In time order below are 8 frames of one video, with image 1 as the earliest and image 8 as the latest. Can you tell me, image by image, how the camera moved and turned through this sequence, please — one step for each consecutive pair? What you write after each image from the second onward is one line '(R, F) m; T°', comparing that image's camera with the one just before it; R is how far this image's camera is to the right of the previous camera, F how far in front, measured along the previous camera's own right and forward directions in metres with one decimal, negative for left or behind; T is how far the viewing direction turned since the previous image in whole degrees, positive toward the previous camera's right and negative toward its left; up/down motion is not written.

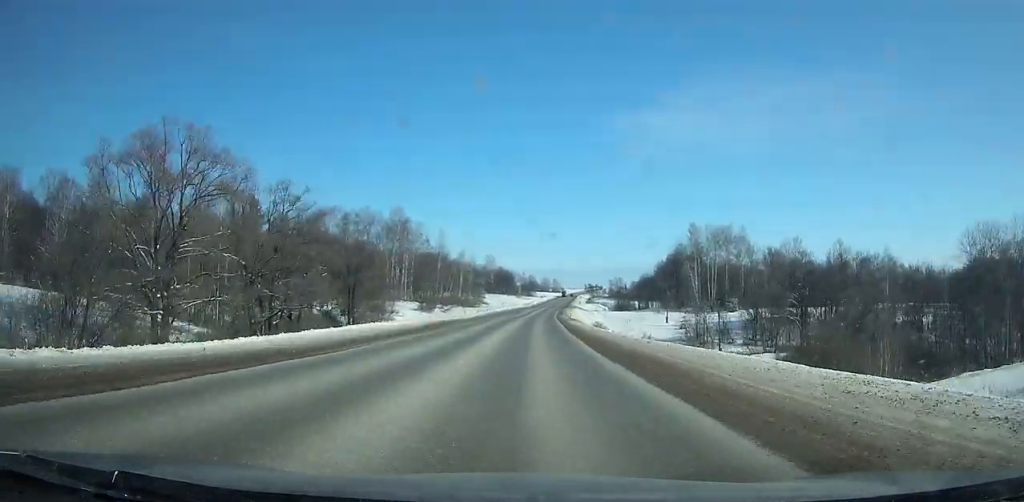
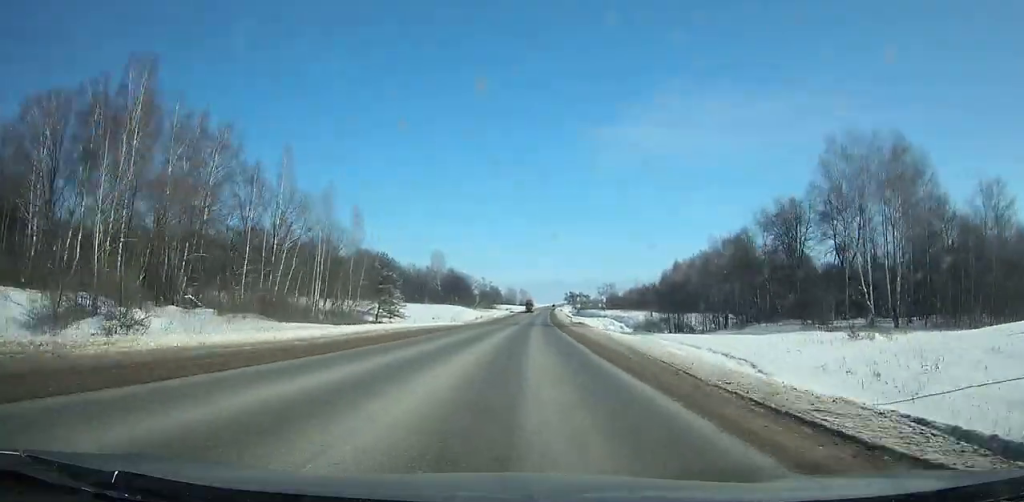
(+1.8, +91.1) m; +3°
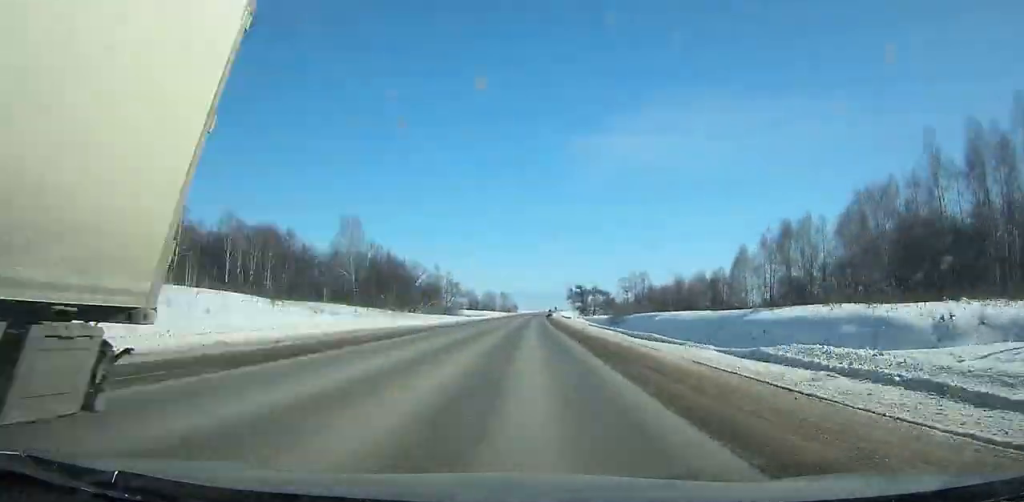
(+3.0, +105.7) m; +2°
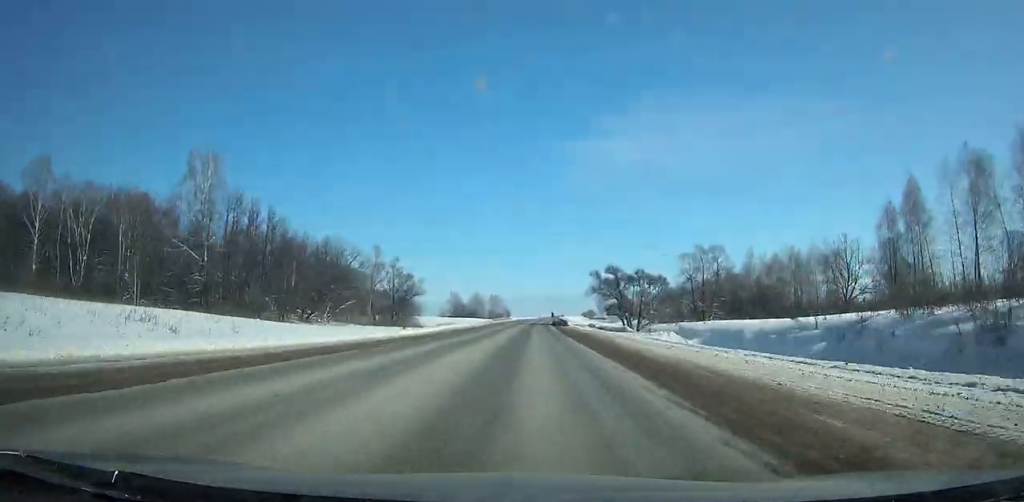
(+0.3, +68.3) m; +1°
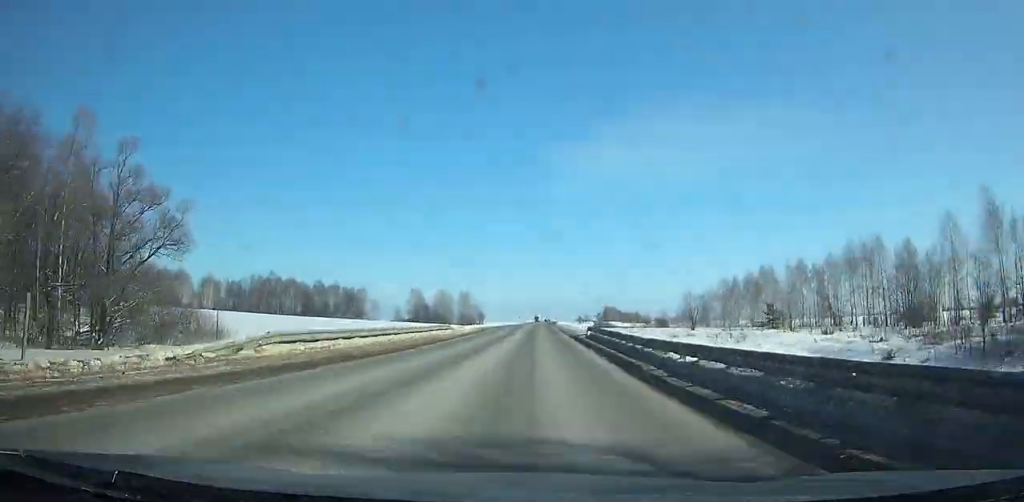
(+0.6, +83.9) m; +1°
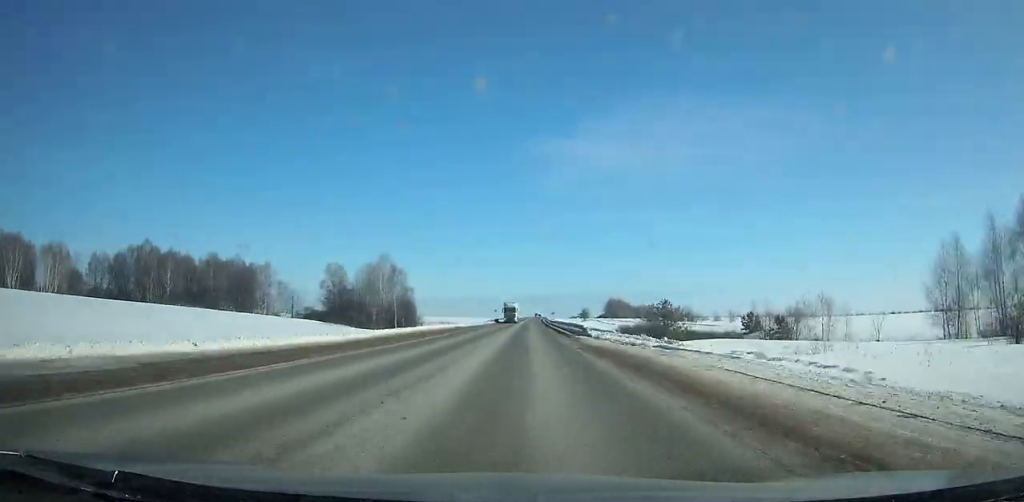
(+1.8, +109.3) m; +1°
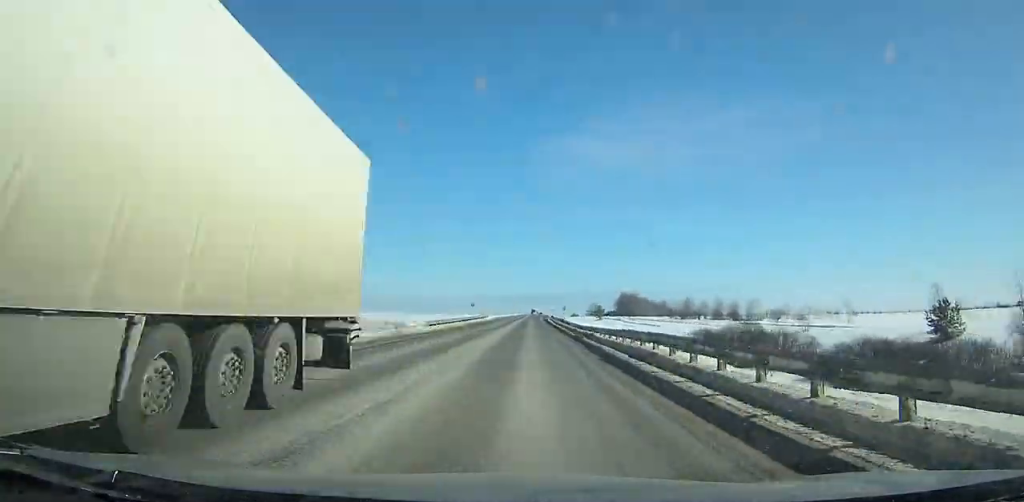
(-0.1, +65.5) m; 0°
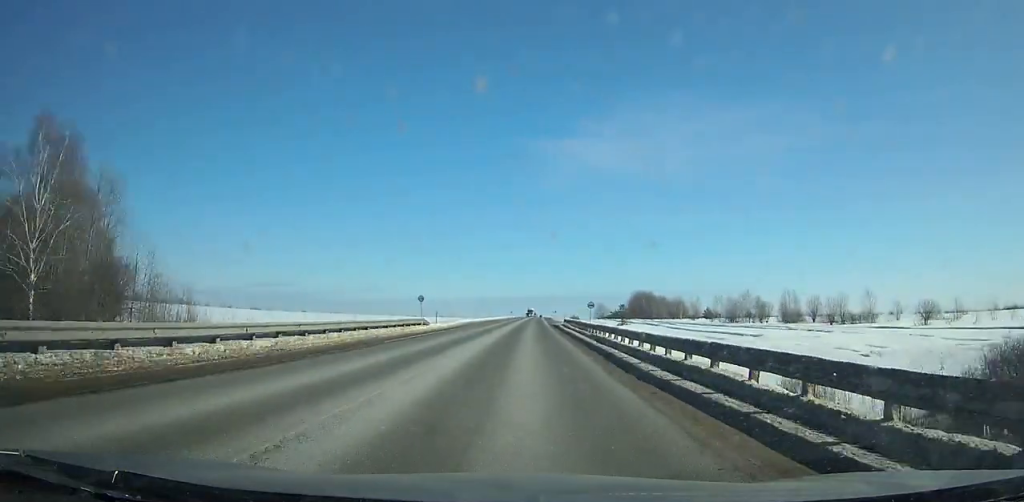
(+0.2, +51.5) m; 0°
